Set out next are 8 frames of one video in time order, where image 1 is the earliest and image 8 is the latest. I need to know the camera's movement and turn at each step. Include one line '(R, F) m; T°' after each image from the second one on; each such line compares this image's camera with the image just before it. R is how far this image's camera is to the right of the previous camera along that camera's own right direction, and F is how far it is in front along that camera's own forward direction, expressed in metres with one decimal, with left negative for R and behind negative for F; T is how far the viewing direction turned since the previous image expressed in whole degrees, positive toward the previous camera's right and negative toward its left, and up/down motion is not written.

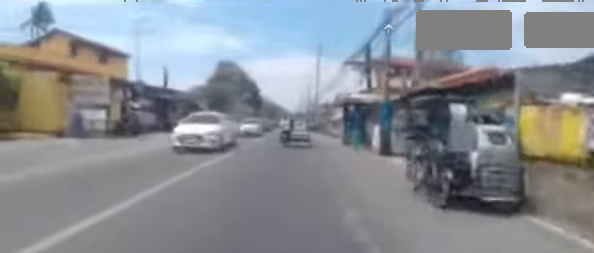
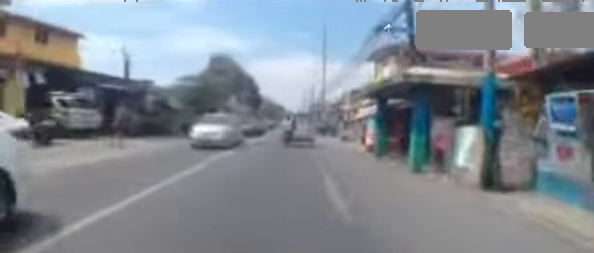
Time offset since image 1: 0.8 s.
(-0.2, +7.1) m; 0°
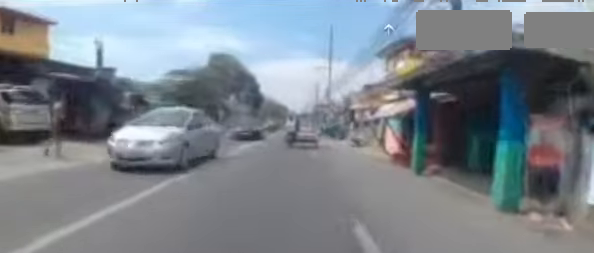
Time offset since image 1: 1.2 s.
(-0.2, +3.6) m; 0°
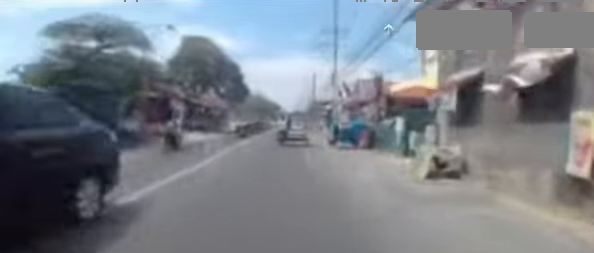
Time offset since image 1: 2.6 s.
(+0.4, +11.8) m; -1°
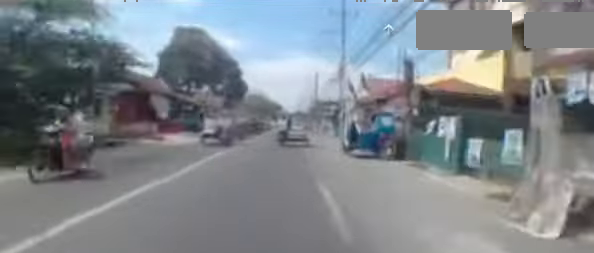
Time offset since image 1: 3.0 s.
(-0.1, +3.7) m; -1°
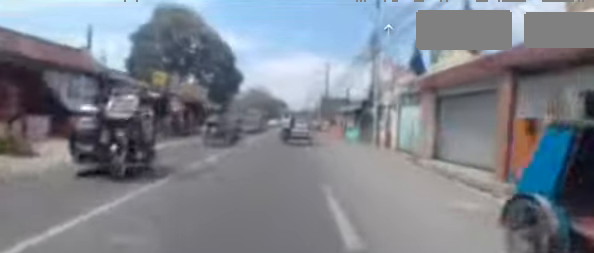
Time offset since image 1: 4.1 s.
(-0.2, +9.6) m; +2°
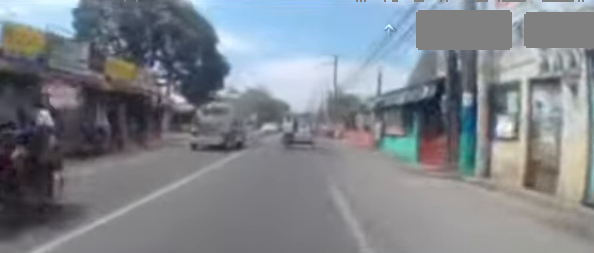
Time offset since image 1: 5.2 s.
(+0.5, +9.6) m; +4°
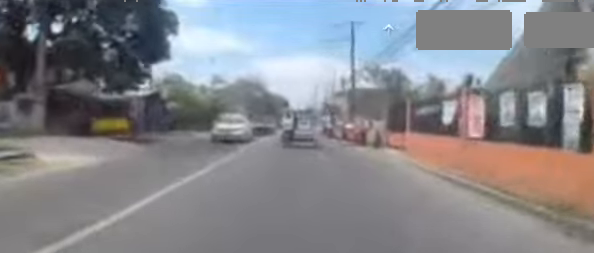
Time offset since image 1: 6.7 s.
(+0.1, +13.8) m; -1°
